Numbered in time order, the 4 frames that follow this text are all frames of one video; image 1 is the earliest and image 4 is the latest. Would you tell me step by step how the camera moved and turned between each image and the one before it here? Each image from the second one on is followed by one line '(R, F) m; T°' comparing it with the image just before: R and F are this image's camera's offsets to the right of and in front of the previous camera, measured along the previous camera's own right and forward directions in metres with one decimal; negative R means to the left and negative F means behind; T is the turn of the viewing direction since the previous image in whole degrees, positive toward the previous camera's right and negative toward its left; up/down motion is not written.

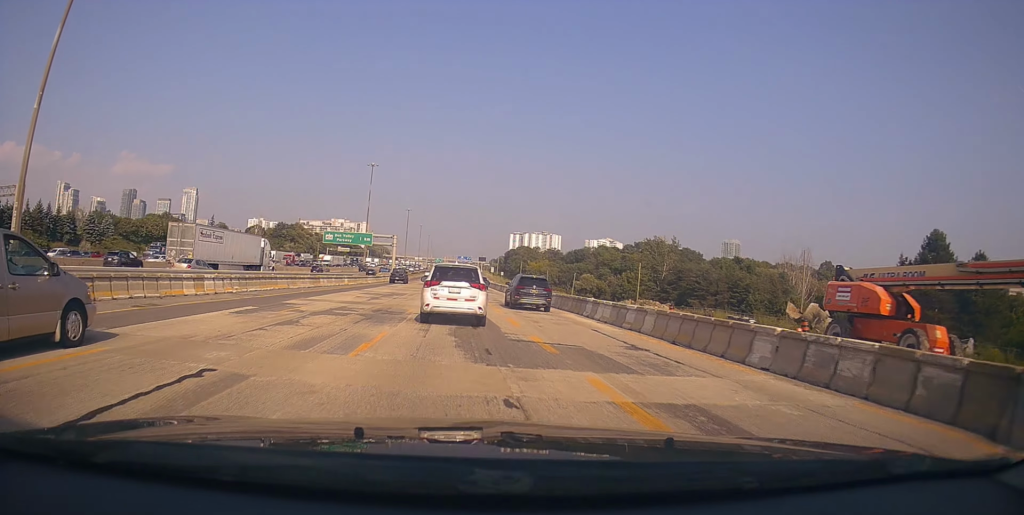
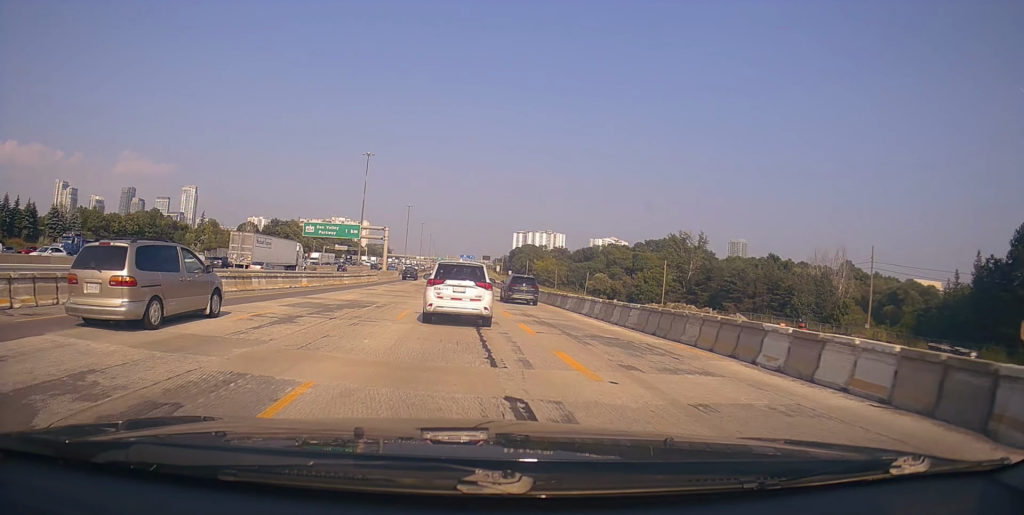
(0.0, +15.2) m; +1°
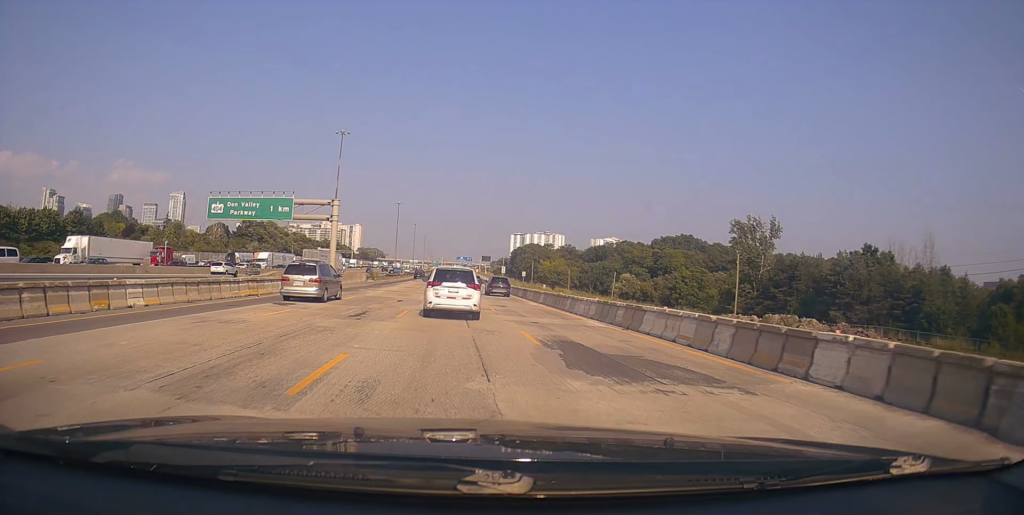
(+1.5, +34.5) m; +1°
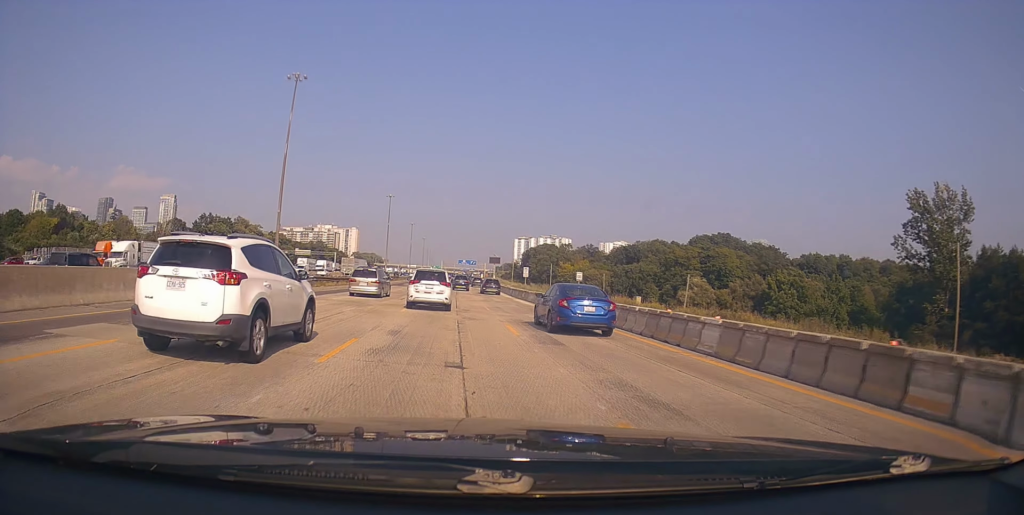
(-0.6, +44.0) m; +1°
